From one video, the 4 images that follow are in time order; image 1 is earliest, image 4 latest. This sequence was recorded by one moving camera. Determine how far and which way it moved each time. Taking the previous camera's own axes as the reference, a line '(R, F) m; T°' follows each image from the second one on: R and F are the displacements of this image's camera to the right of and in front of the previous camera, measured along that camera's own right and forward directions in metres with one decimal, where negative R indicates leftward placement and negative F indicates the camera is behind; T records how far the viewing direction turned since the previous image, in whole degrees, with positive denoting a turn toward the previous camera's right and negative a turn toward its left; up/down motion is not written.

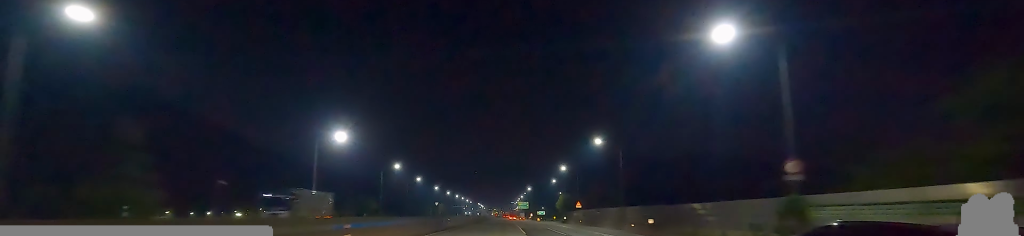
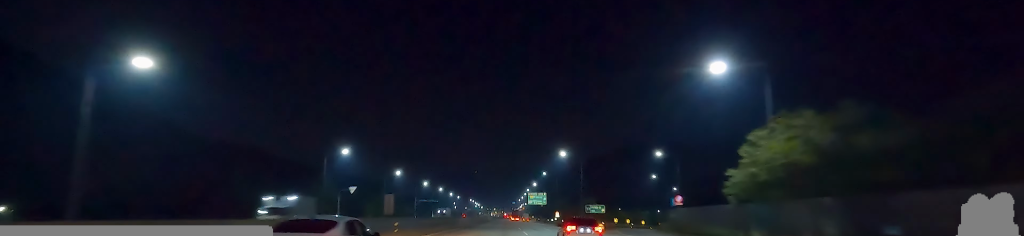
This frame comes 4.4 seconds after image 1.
(-1.1, +125.1) m; -1°
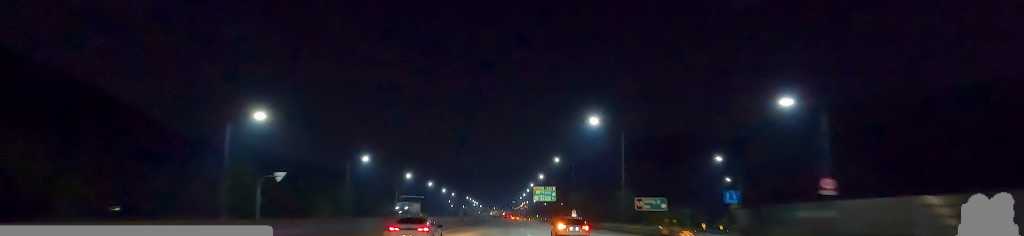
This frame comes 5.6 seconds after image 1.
(-0.4, +32.3) m; 0°
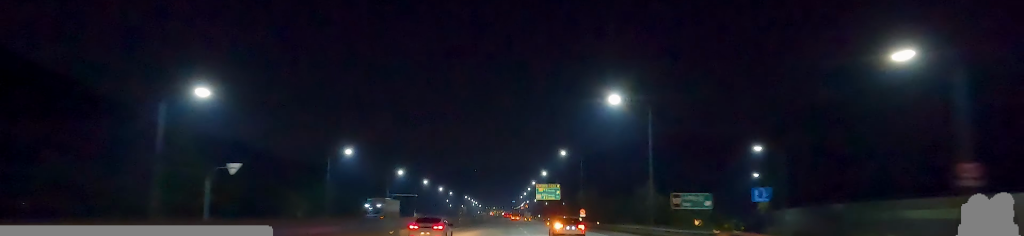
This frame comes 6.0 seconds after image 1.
(-0.2, +11.4) m; 0°
